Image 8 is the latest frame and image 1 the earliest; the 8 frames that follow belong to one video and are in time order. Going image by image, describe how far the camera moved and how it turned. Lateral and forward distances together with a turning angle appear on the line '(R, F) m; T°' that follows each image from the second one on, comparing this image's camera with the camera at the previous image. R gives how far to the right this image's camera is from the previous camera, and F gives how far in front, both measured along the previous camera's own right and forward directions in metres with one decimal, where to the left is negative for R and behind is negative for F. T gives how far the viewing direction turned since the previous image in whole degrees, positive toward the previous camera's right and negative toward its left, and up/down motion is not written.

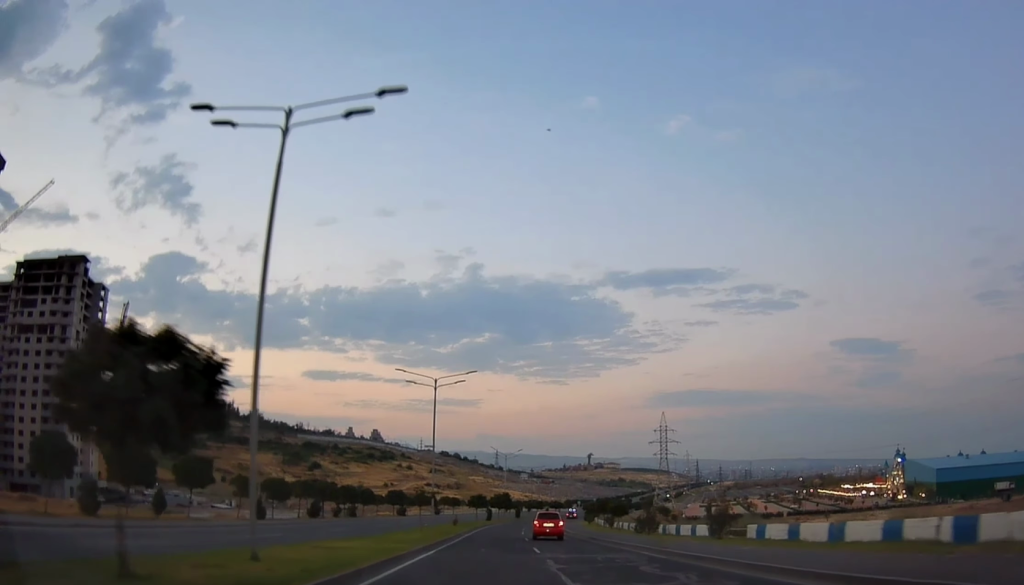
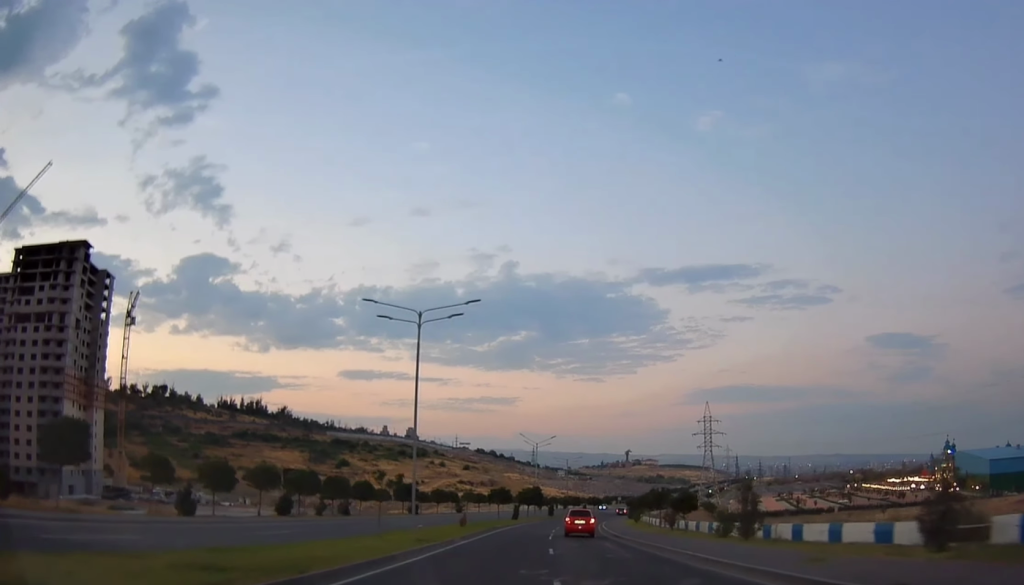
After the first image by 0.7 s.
(-0.6, +14.0) m; -4°
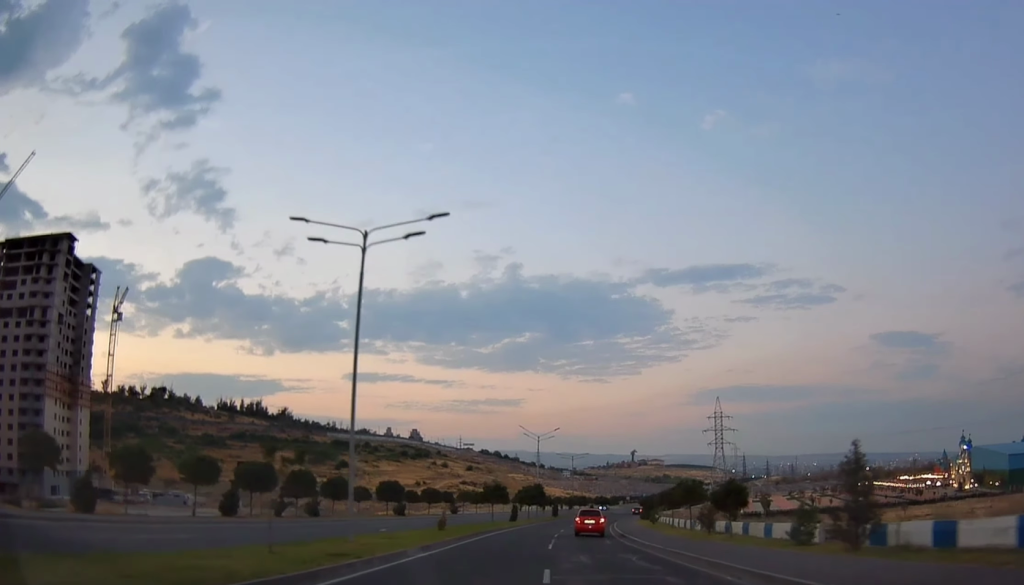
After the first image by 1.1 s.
(-0.2, +9.1) m; -1°
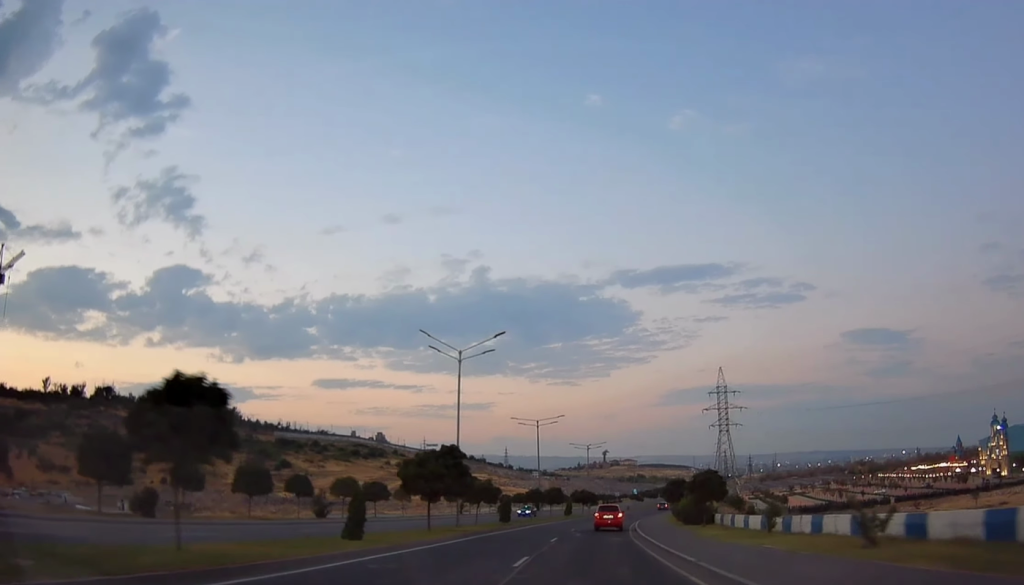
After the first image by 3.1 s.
(-1.2, +43.0) m; -1°
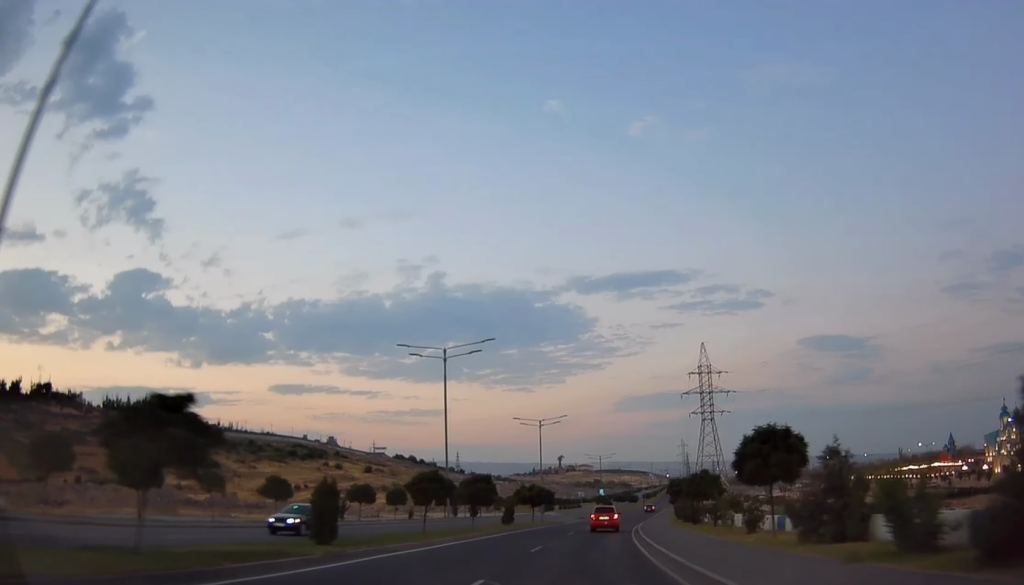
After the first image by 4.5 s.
(+1.2, +31.0) m; +5°
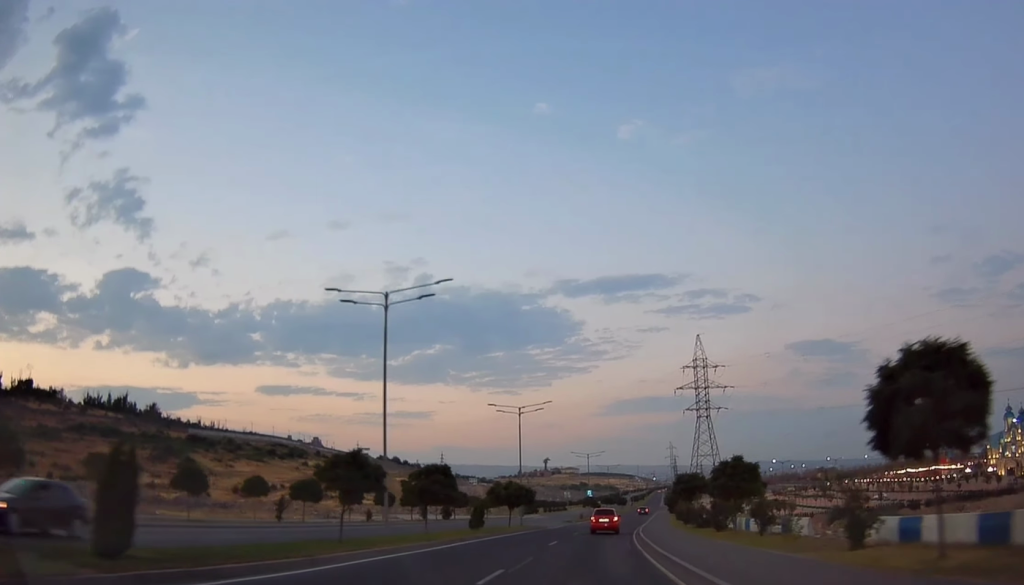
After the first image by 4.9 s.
(+0.2, +9.8) m; +1°
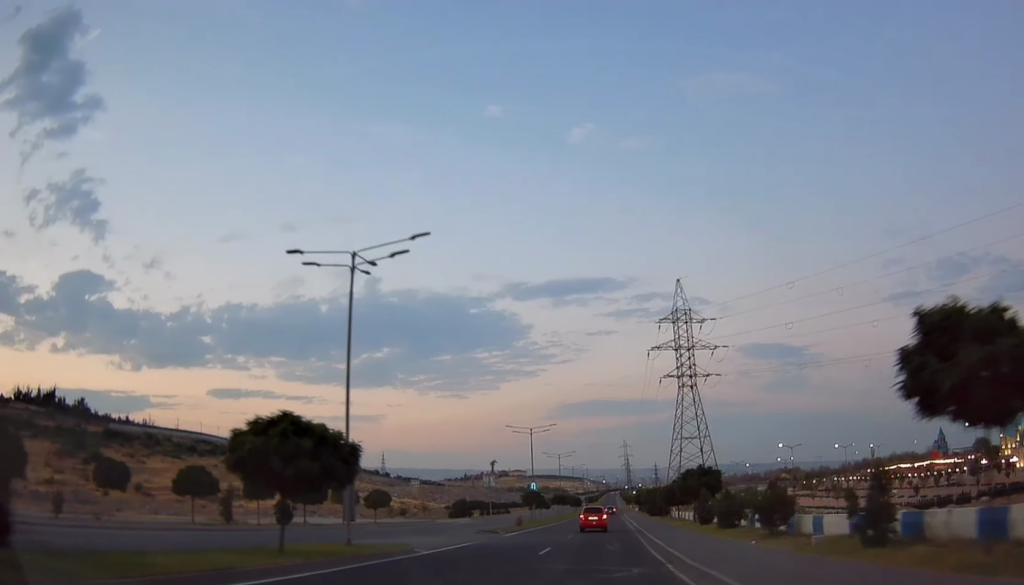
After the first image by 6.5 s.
(+0.7, +34.5) m; +4°
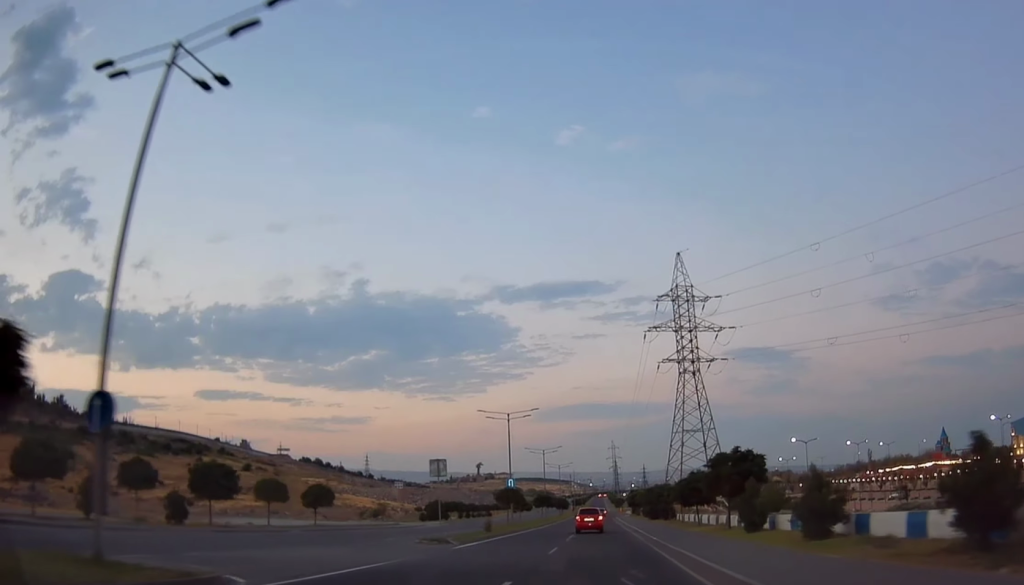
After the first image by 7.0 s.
(+0.4, +12.1) m; +2°
